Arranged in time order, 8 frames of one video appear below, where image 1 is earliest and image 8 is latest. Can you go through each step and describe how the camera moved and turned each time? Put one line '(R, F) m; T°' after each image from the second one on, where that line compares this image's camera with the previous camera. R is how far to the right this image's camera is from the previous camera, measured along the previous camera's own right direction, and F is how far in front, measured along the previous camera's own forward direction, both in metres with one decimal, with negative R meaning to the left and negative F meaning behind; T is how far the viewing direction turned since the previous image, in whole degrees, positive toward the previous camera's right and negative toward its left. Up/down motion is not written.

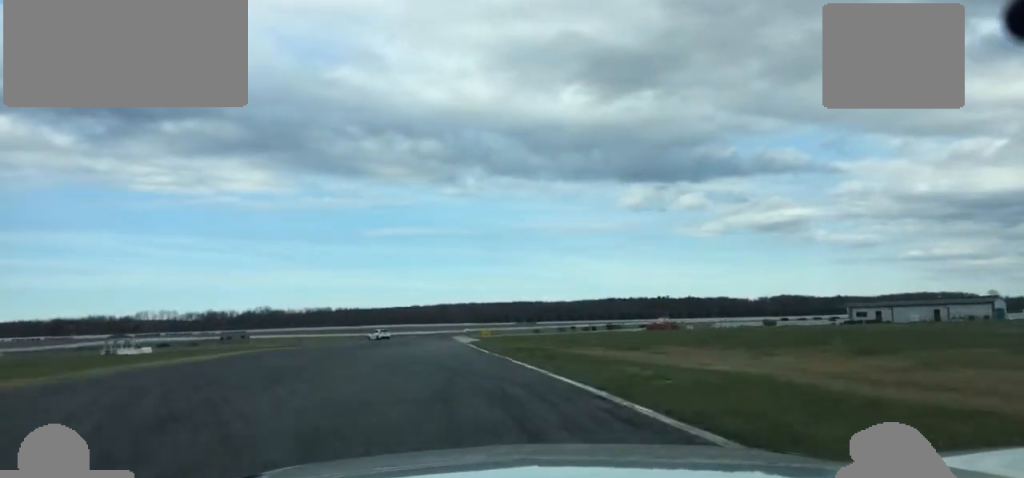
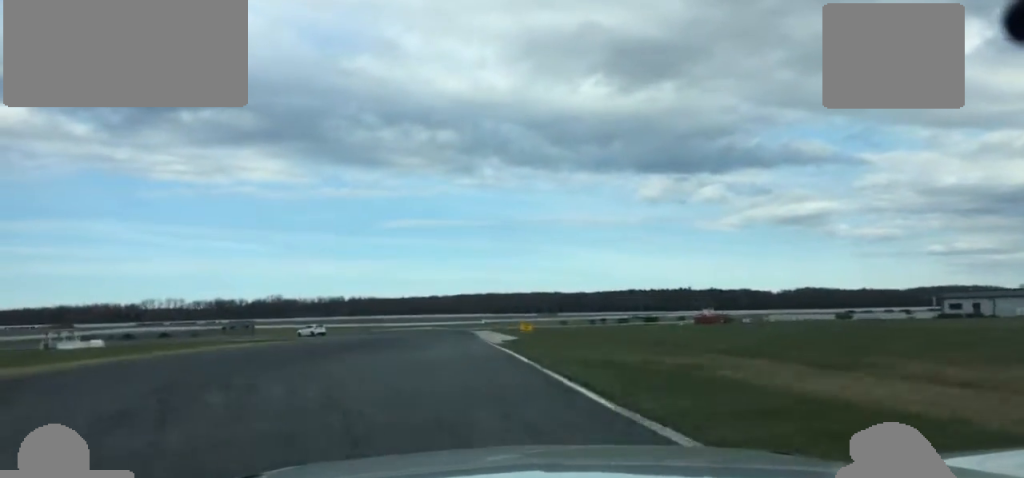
(-0.3, +25.1) m; -1°
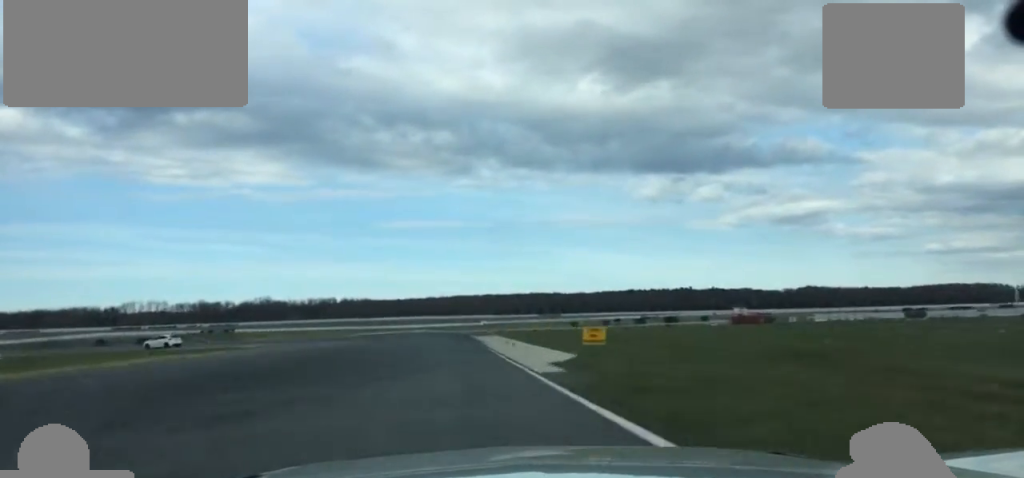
(-0.4, +22.7) m; 0°
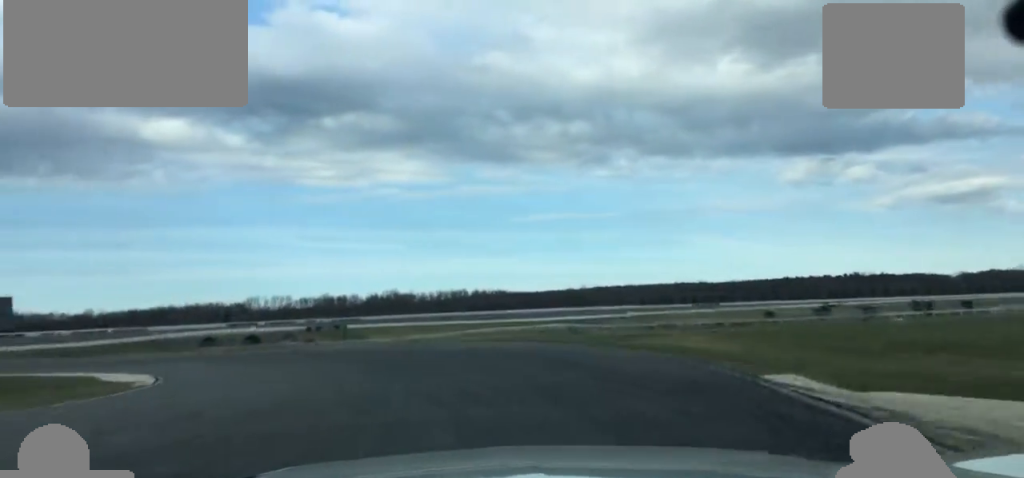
(-2.0, +50.6) m; -12°
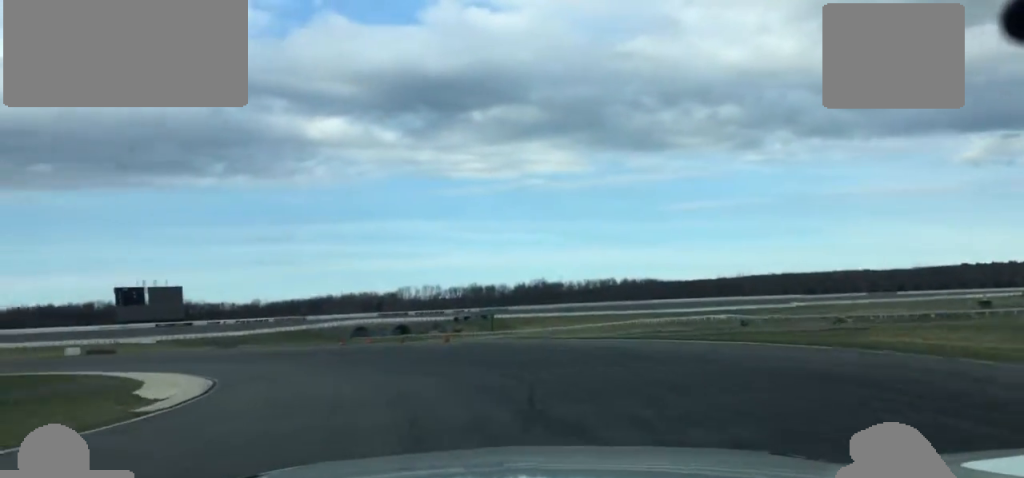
(-0.4, +12.7) m; -8°
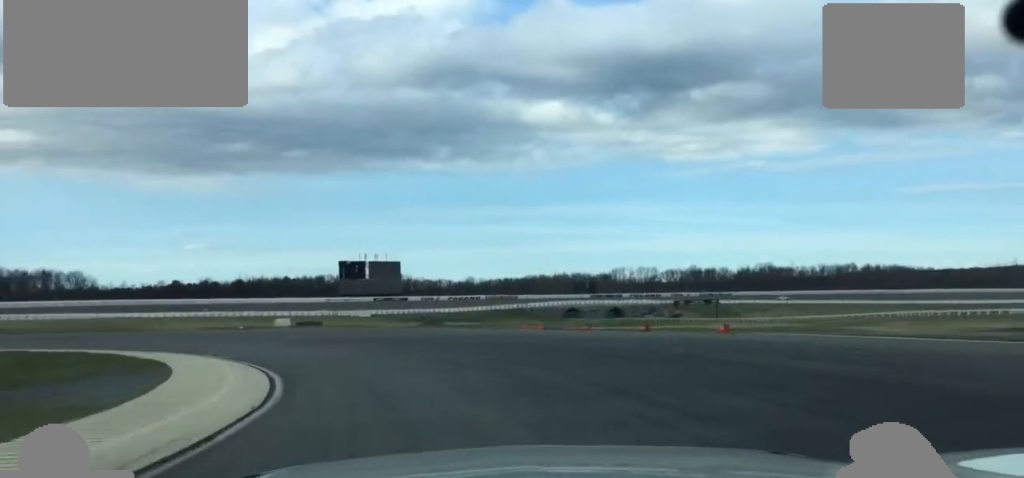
(-2.0, +17.8) m; -12°
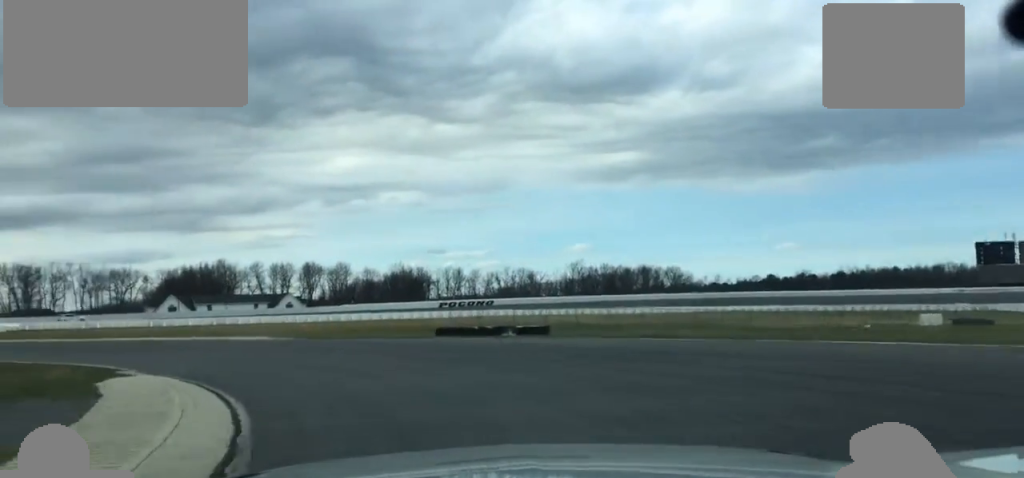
(-12.5, +37.3) m; -41°
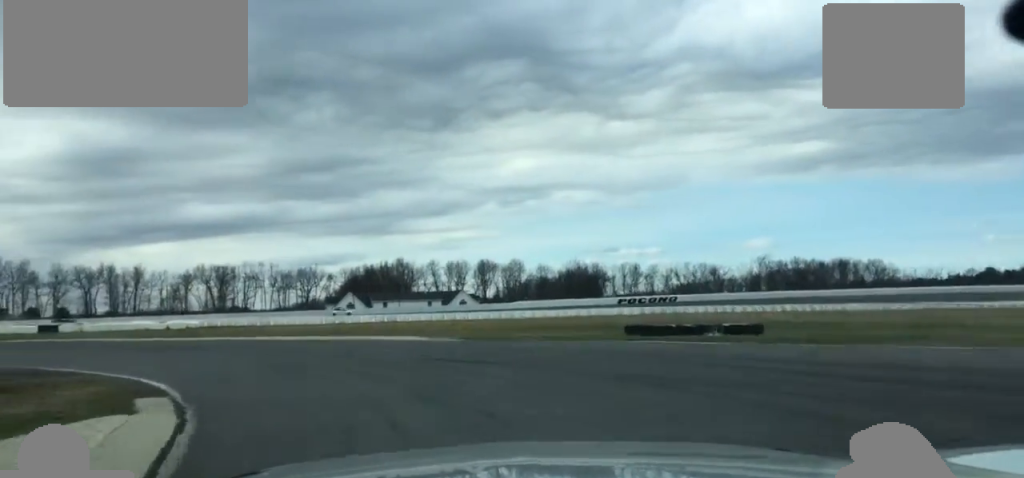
(-2.0, +11.6) m; -11°
